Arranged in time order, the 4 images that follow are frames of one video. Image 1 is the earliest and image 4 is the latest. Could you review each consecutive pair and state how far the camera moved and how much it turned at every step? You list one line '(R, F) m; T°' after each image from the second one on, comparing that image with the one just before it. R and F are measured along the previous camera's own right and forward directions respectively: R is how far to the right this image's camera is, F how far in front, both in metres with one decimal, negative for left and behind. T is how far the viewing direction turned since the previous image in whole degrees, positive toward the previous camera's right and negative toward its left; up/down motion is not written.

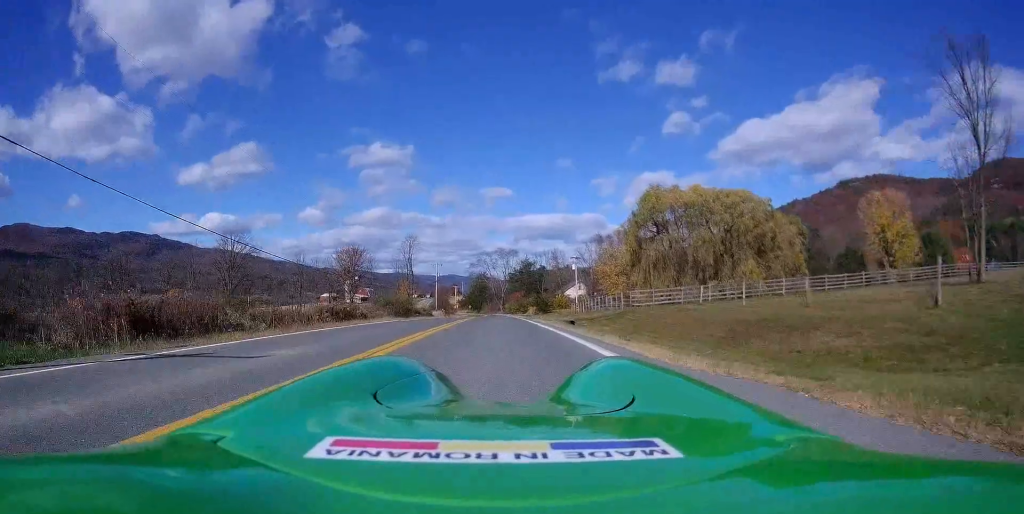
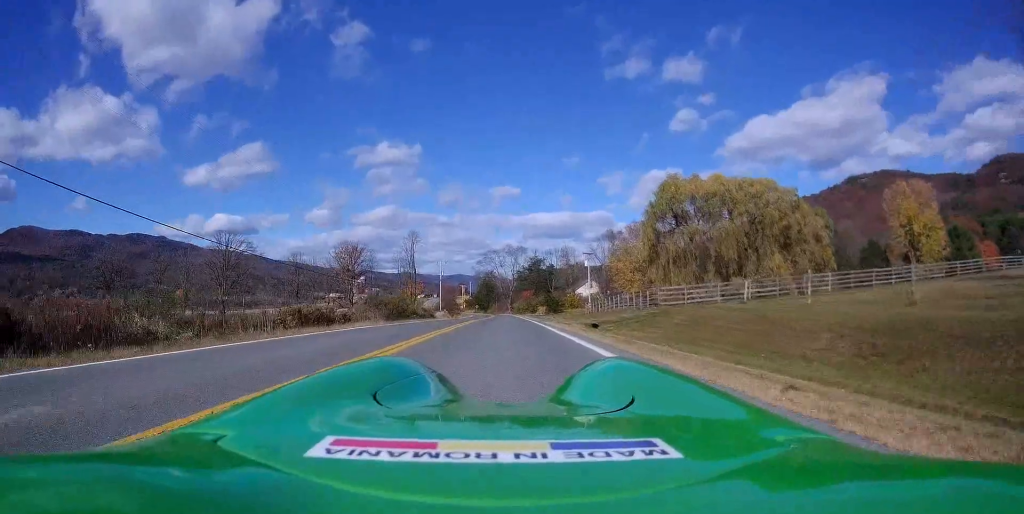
(0.0, +6.4) m; -1°
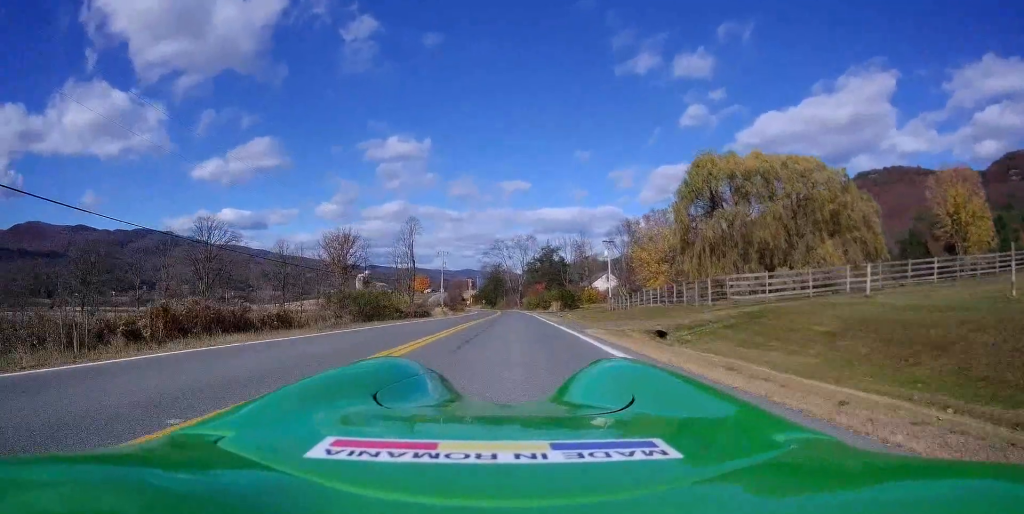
(-0.3, +11.6) m; 0°
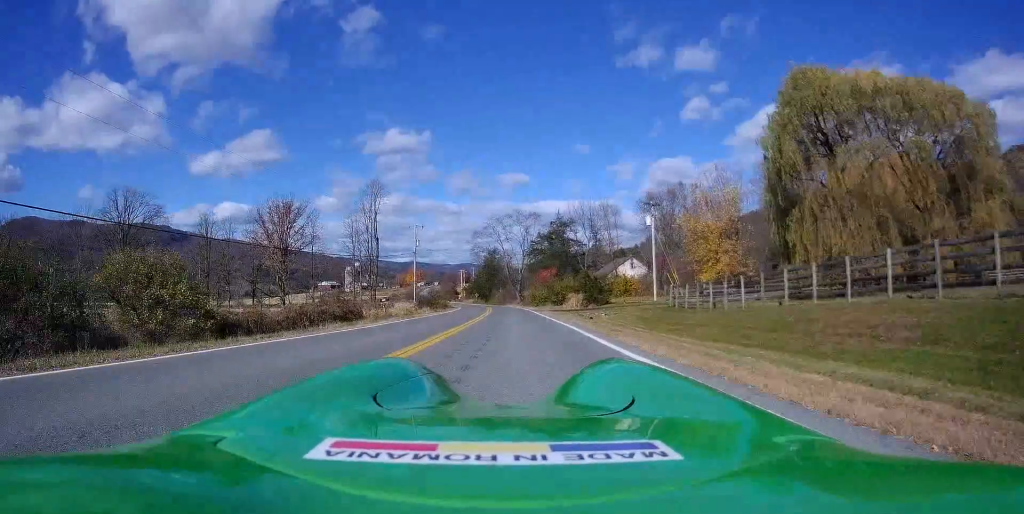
(+0.6, +28.0) m; -1°
